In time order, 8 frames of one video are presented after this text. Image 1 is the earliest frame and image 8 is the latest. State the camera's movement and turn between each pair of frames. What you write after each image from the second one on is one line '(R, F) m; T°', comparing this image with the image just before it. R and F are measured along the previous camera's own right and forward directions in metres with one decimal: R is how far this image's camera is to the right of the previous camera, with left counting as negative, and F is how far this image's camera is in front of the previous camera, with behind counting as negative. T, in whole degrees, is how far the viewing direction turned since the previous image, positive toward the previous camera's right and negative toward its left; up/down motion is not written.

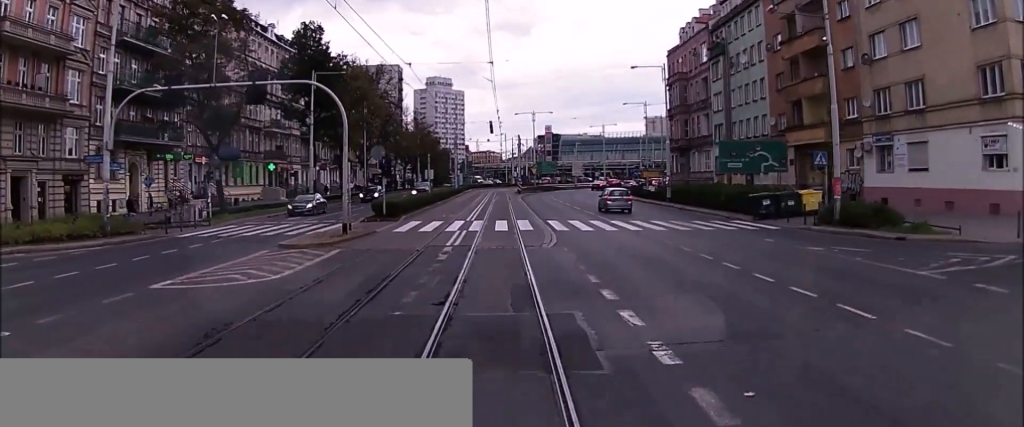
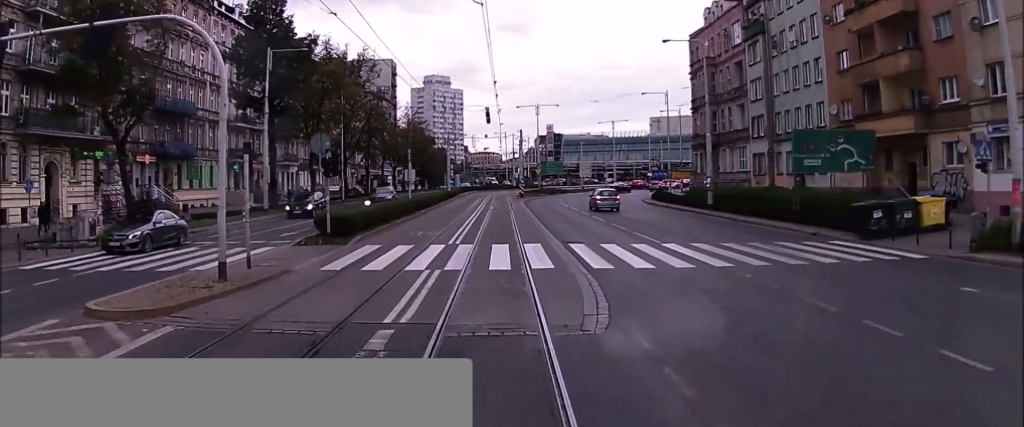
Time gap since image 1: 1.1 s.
(0.0, +10.7) m; 0°
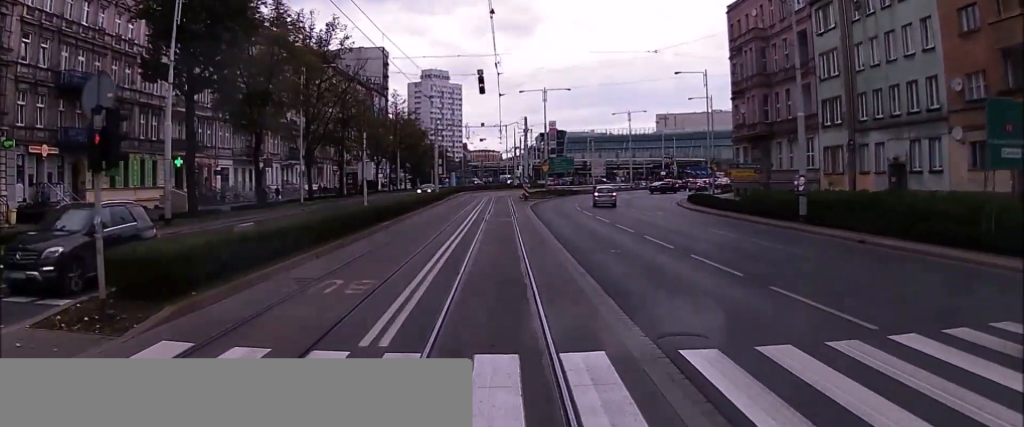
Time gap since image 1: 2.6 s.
(-0.1, +13.1) m; 0°
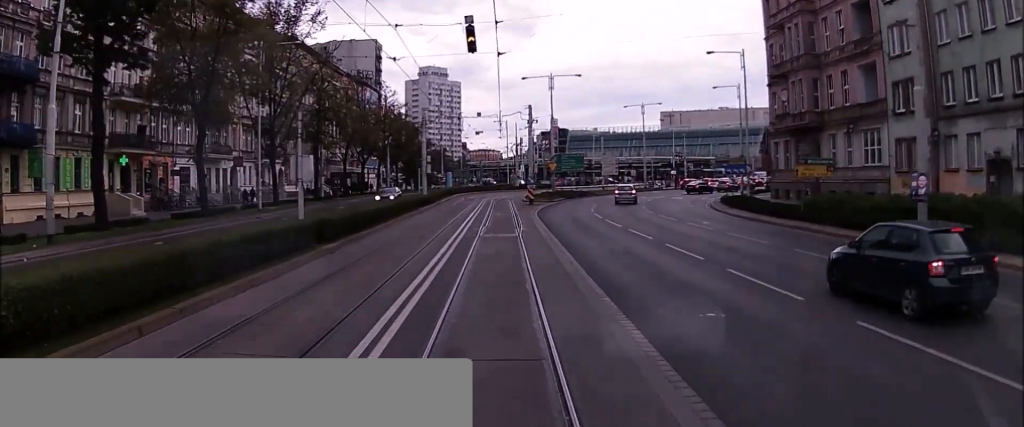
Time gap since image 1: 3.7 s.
(0.0, +8.9) m; 0°
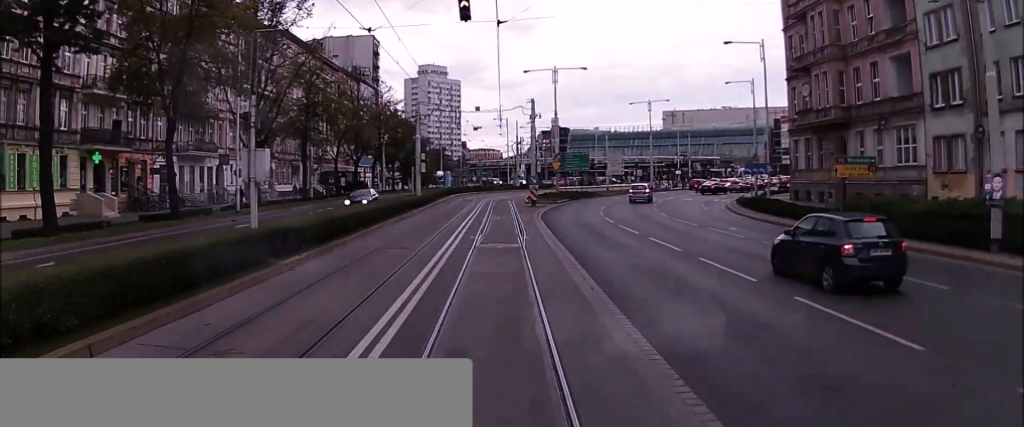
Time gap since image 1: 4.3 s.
(0.0, +3.8) m; 0°
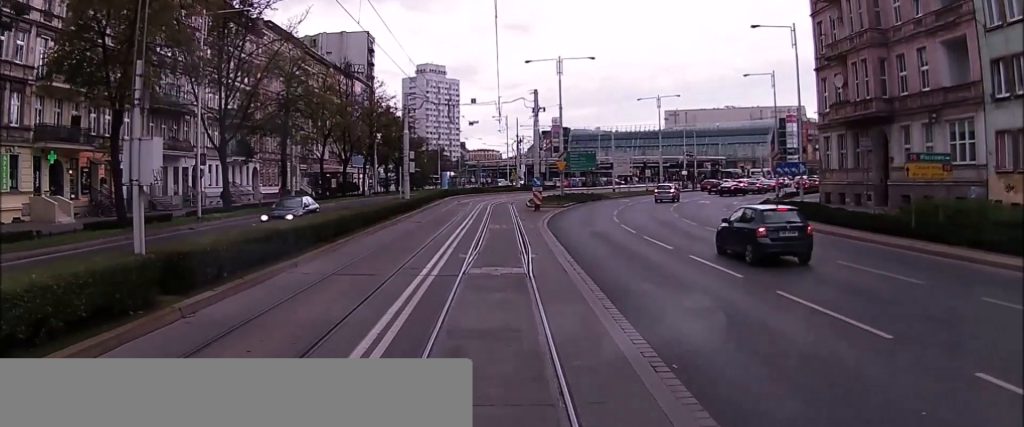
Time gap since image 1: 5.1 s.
(0.0, +5.3) m; 0°
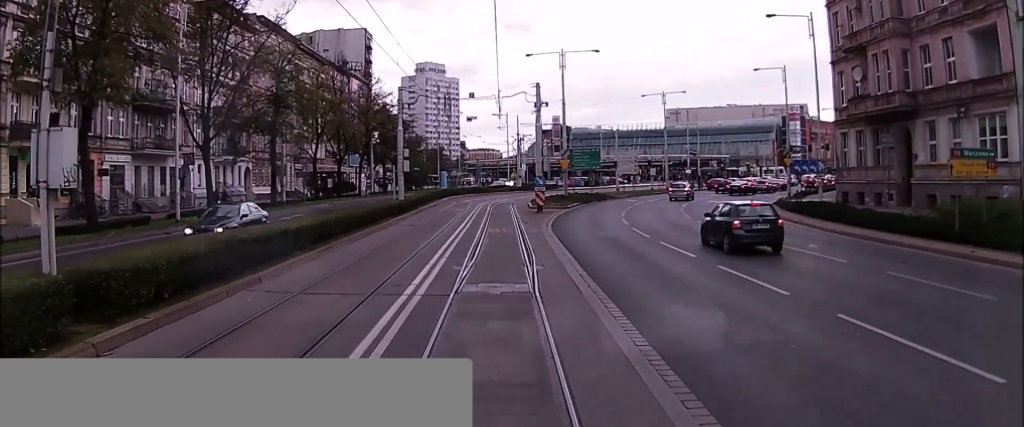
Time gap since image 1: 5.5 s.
(0.0, +2.4) m; 0°
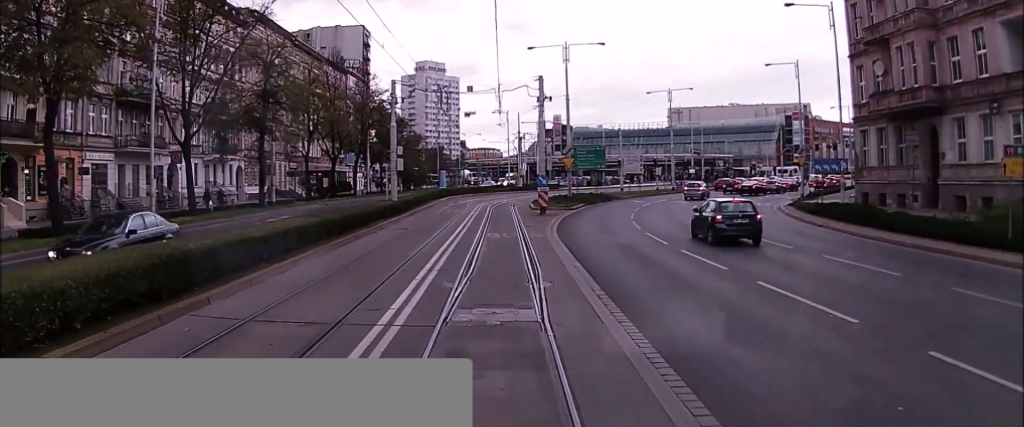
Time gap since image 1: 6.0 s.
(0.0, +2.5) m; 0°
